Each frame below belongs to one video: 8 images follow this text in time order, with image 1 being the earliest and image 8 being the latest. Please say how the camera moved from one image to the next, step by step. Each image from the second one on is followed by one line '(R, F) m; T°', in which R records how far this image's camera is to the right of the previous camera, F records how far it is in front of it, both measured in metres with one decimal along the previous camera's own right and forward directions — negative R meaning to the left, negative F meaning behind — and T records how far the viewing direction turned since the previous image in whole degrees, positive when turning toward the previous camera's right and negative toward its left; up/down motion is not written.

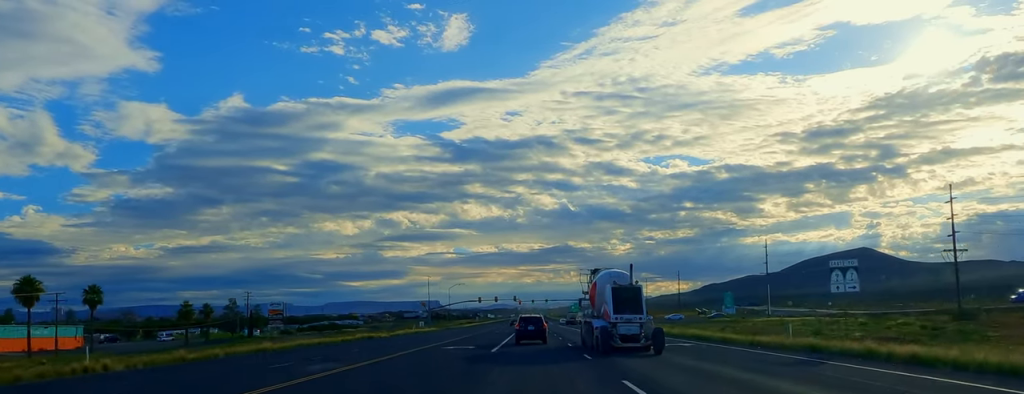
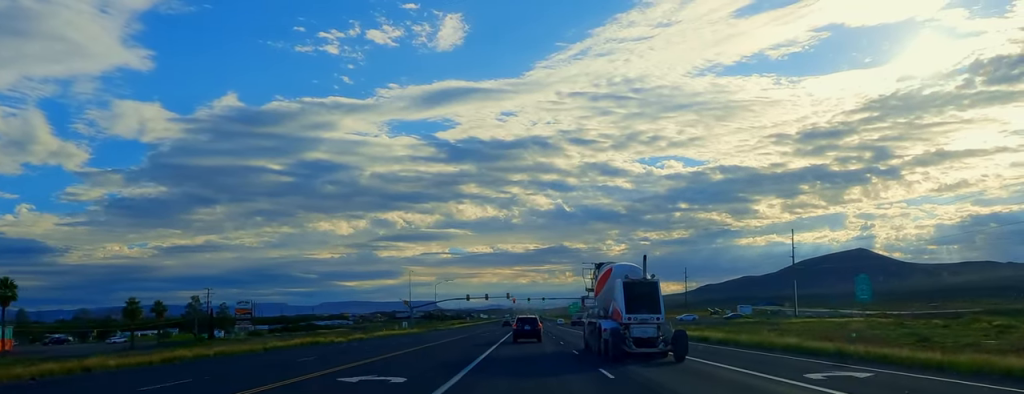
(+0.2, +20.7) m; -1°
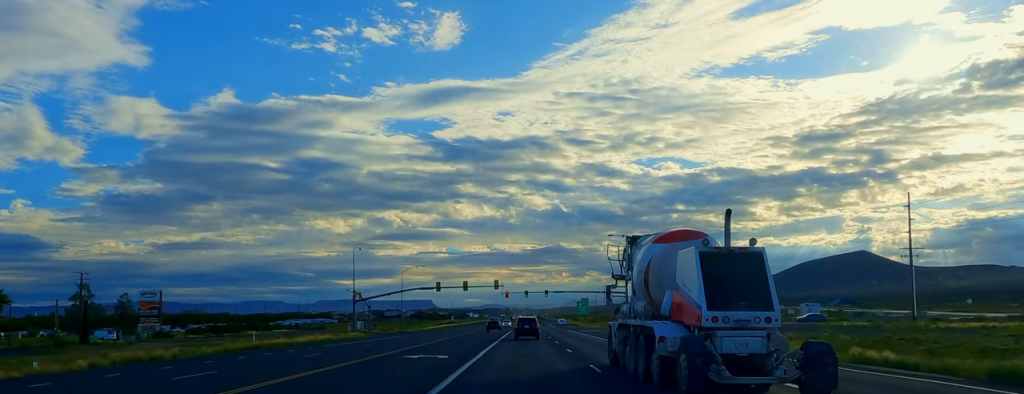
(-0.9, +47.2) m; 0°
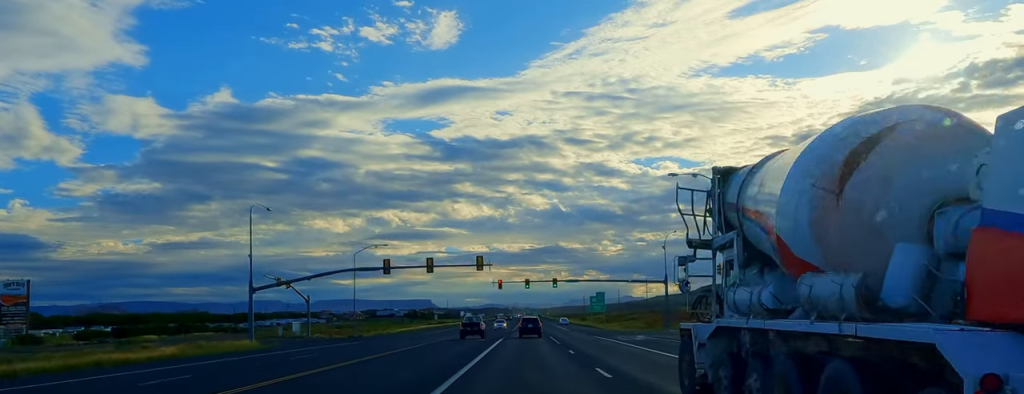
(+1.0, +38.3) m; +1°
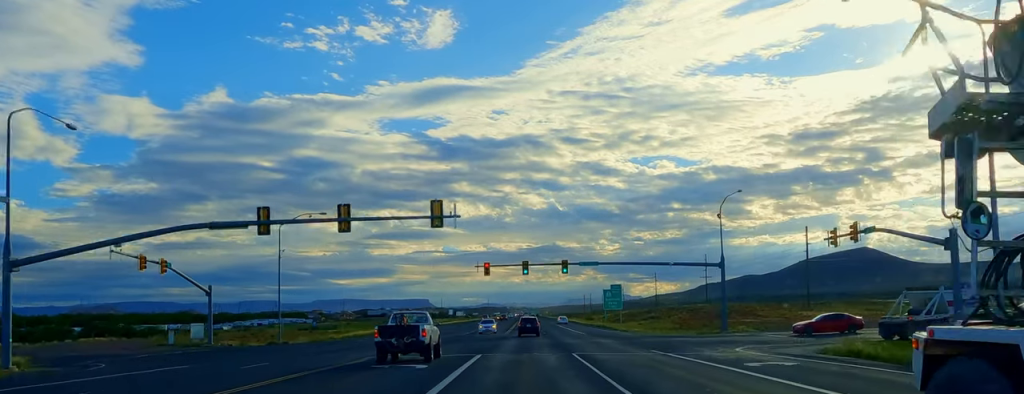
(+0.4, +29.1) m; 0°
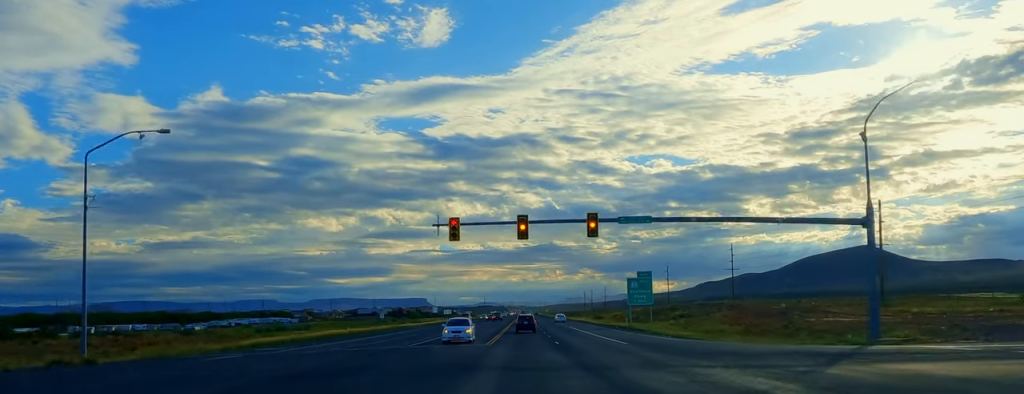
(0.0, +30.1) m; -1°
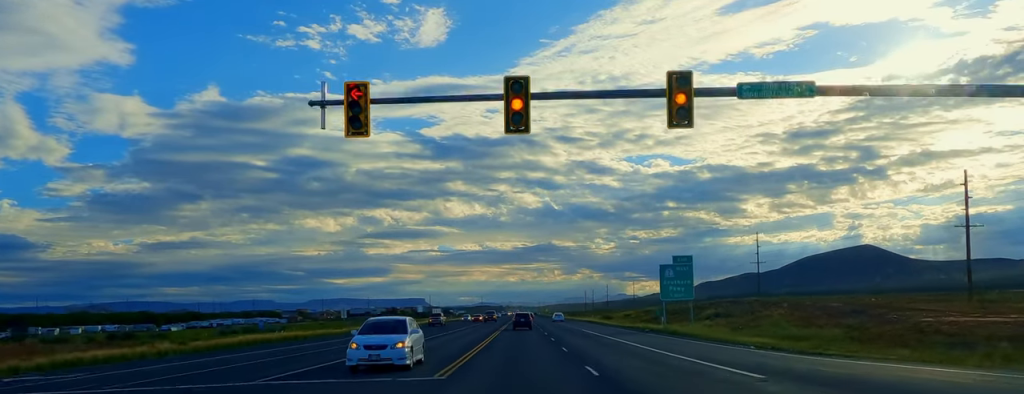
(-0.4, +22.3) m; 0°
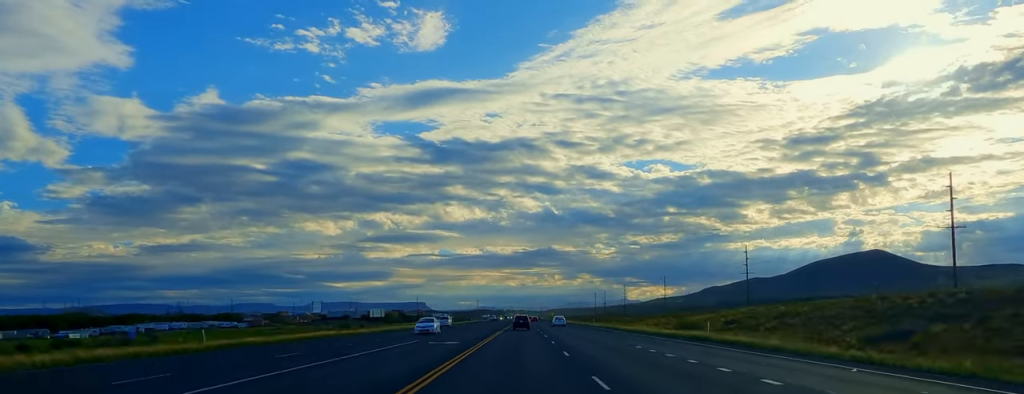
(+0.3, +75.9) m; 0°
